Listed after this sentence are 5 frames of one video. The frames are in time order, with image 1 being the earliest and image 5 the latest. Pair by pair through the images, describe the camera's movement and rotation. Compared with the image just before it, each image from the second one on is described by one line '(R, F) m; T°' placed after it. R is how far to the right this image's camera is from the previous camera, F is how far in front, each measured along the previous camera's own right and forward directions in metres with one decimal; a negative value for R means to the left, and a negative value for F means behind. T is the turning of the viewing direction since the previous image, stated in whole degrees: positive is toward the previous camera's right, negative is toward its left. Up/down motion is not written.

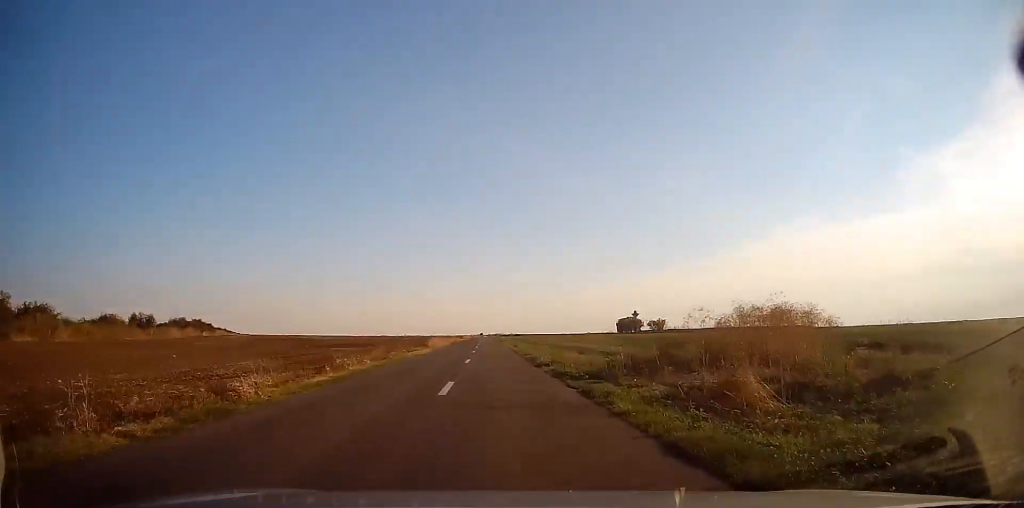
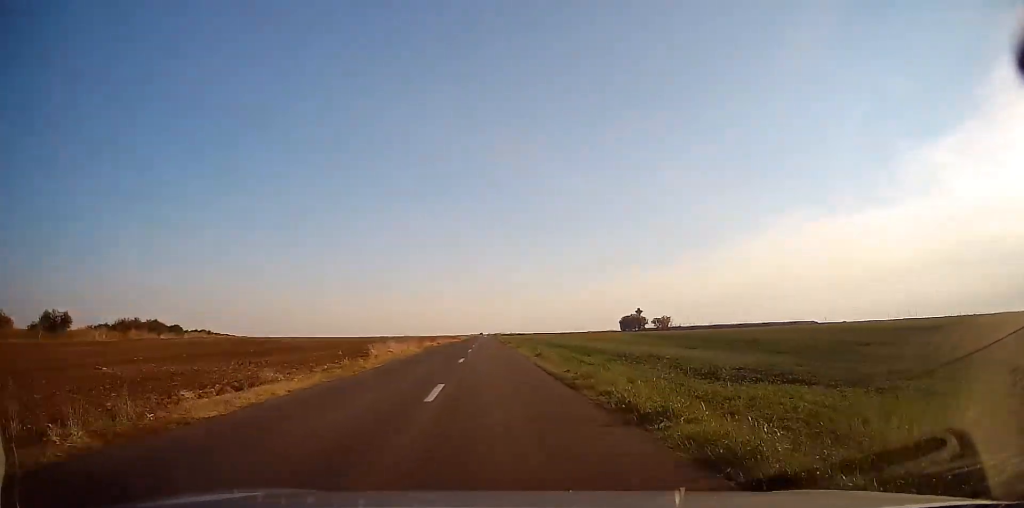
(0.0, +25.0) m; 0°
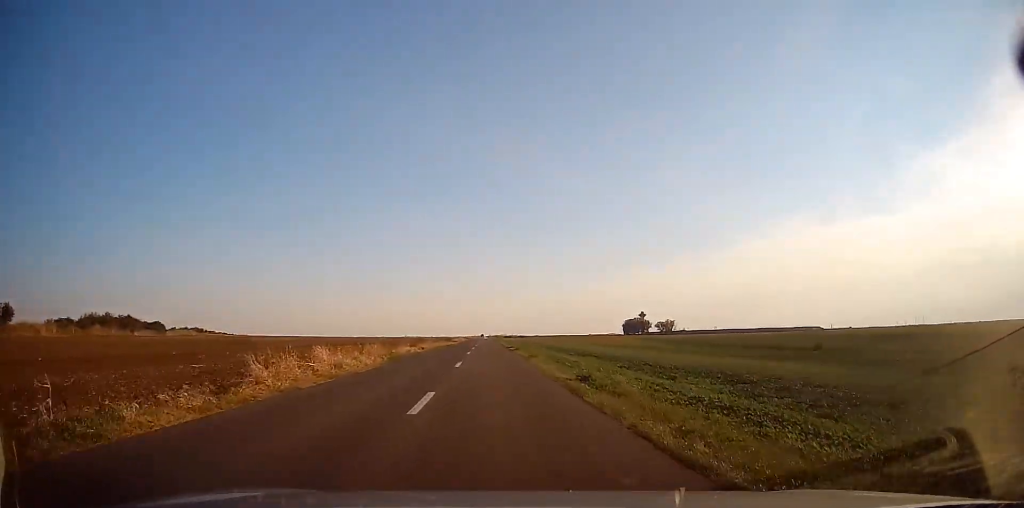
(0.0, +13.6) m; 0°
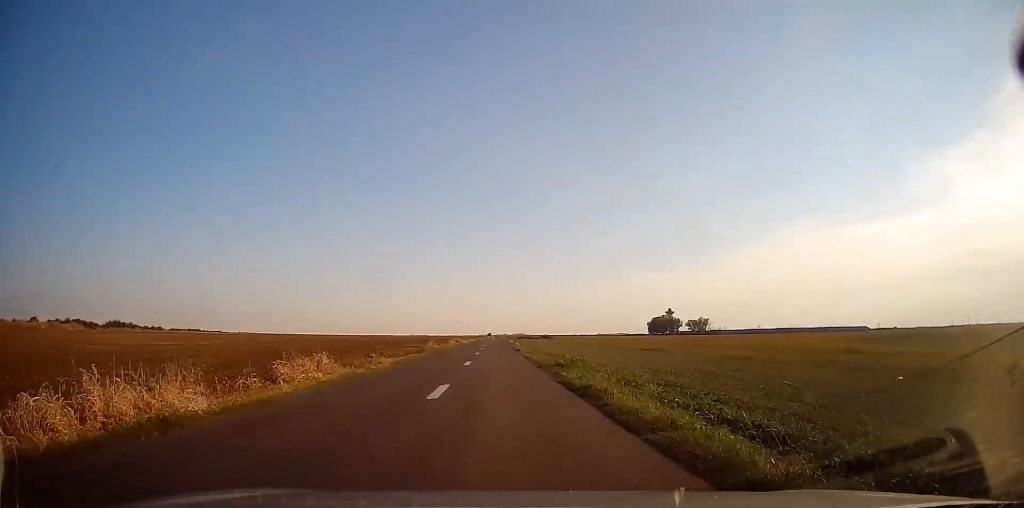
(0.0, +107.3) m; -1°
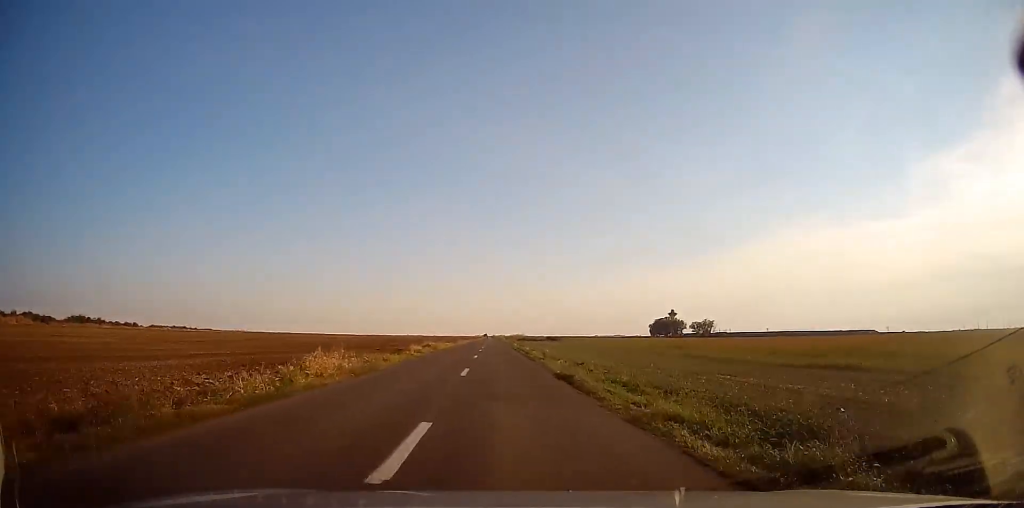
(-0.1, +30.4) m; 0°
